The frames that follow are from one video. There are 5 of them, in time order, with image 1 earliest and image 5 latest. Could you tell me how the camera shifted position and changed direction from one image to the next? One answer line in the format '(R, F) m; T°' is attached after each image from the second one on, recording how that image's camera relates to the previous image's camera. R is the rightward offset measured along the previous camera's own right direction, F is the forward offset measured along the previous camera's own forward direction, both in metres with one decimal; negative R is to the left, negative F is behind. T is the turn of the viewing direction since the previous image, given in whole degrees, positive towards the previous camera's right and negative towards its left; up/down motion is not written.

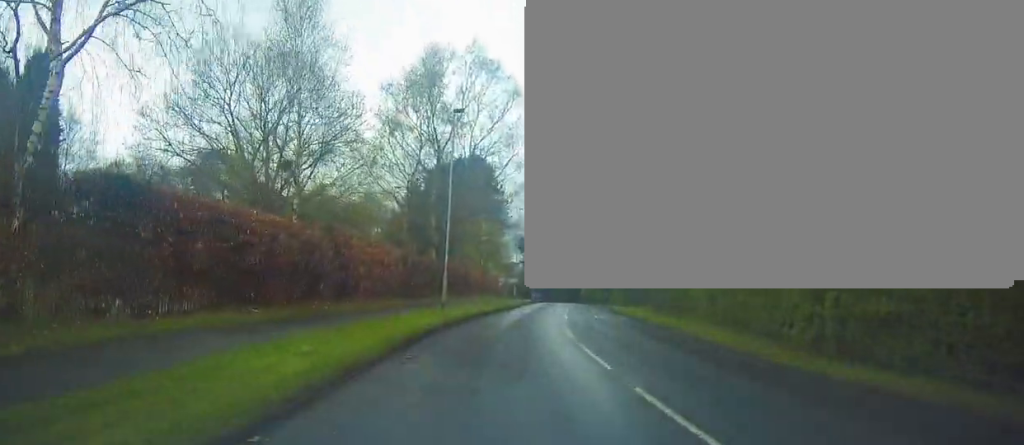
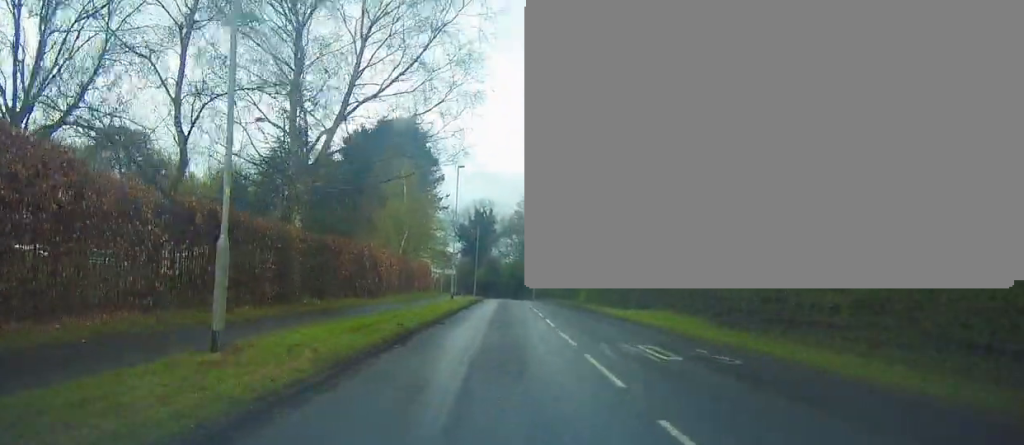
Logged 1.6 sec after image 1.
(+1.1, +18.8) m; +5°
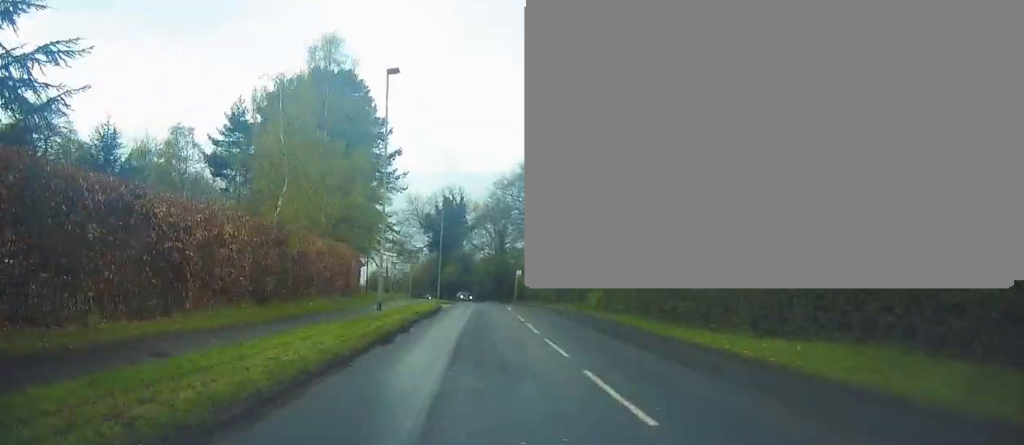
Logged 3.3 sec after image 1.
(+0.5, +19.5) m; +2°
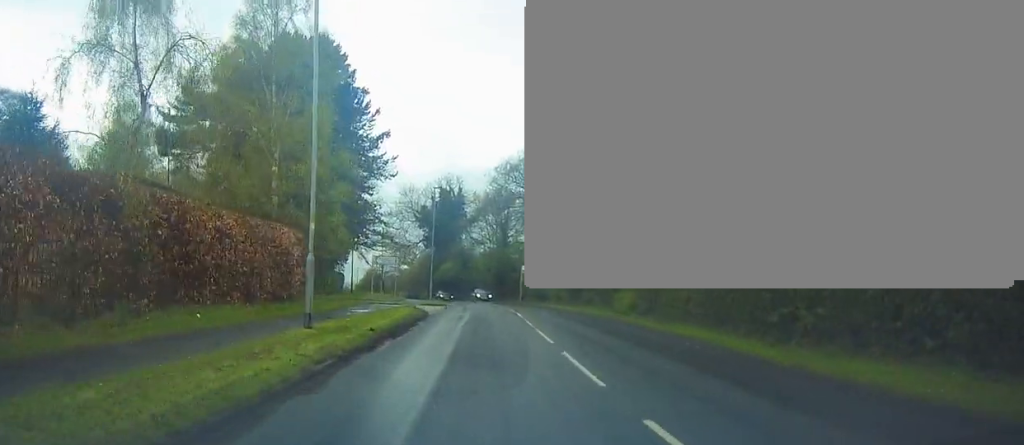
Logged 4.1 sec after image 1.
(+0.1, +9.2) m; -1°
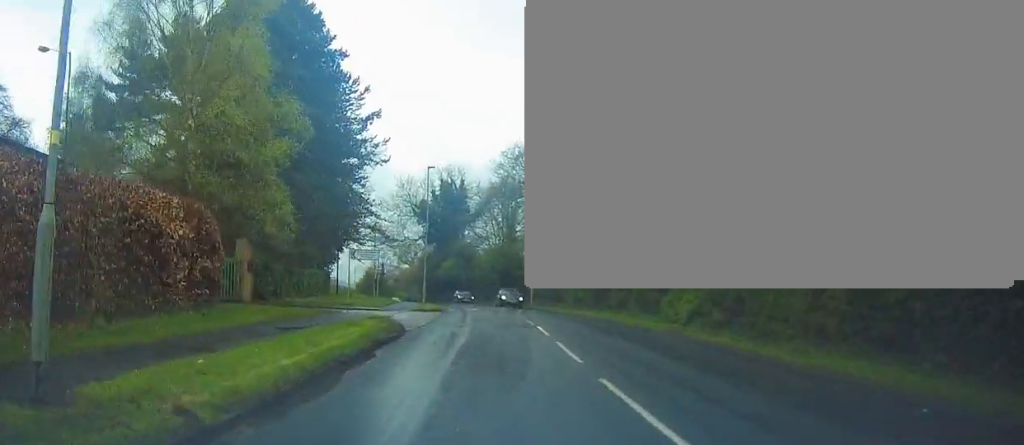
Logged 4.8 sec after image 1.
(-0.1, +8.7) m; -2°
